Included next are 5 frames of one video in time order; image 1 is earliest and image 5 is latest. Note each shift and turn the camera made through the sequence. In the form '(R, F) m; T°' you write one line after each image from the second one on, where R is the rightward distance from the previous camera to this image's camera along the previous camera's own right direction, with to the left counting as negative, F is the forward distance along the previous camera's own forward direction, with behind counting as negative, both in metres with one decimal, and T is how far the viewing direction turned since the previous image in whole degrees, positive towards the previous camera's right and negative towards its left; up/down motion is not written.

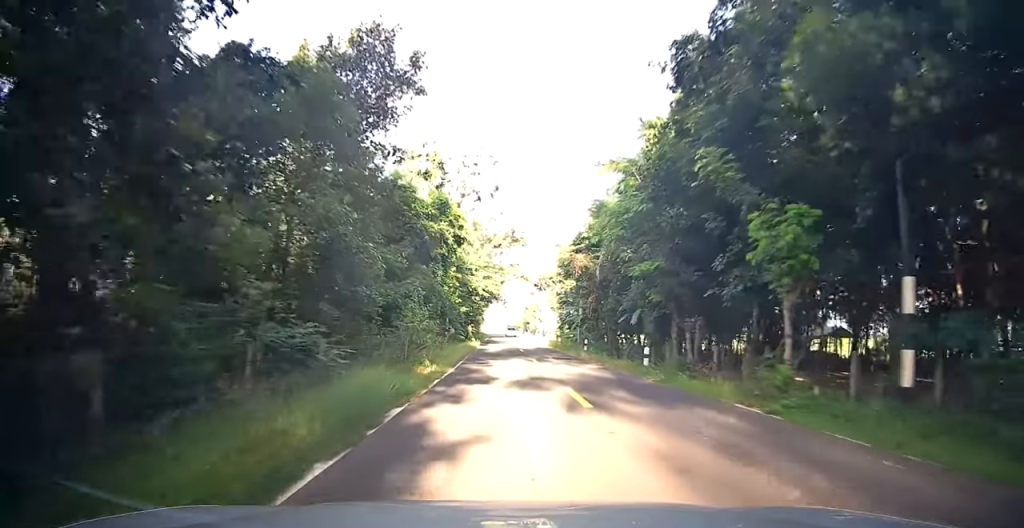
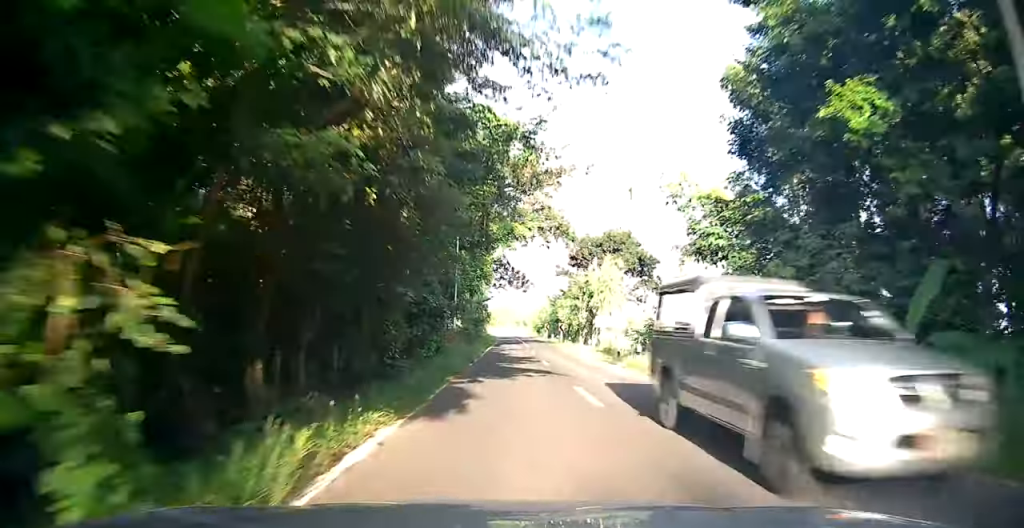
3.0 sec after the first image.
(-2.1, +35.1) m; -2°
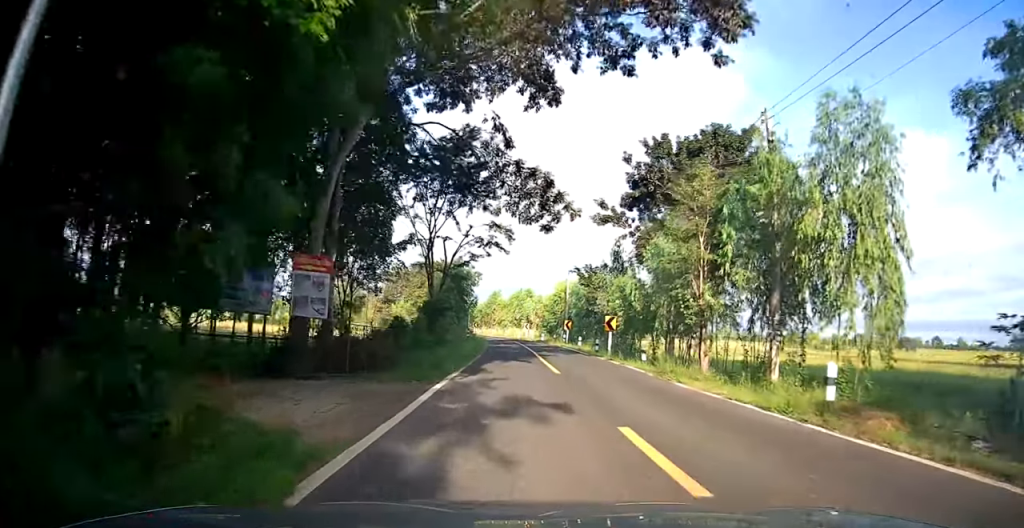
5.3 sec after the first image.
(+0.4, +29.0) m; 0°
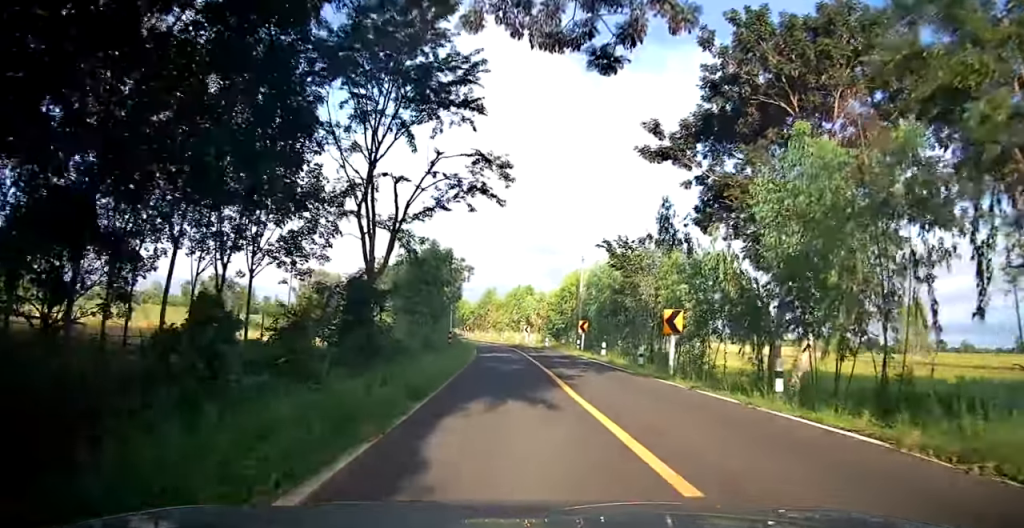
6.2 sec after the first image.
(0.0, +12.0) m; 0°
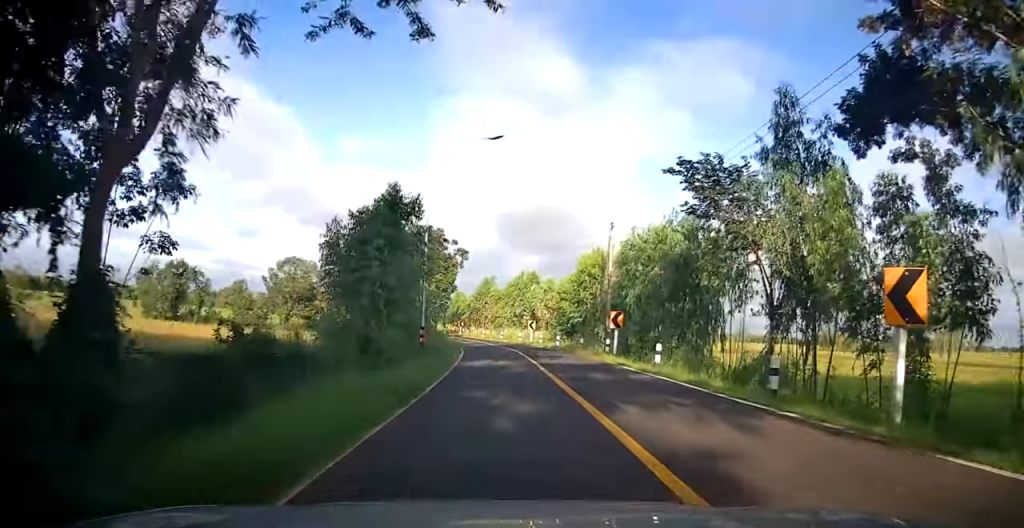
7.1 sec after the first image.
(0.0, +11.2) m; -1°
